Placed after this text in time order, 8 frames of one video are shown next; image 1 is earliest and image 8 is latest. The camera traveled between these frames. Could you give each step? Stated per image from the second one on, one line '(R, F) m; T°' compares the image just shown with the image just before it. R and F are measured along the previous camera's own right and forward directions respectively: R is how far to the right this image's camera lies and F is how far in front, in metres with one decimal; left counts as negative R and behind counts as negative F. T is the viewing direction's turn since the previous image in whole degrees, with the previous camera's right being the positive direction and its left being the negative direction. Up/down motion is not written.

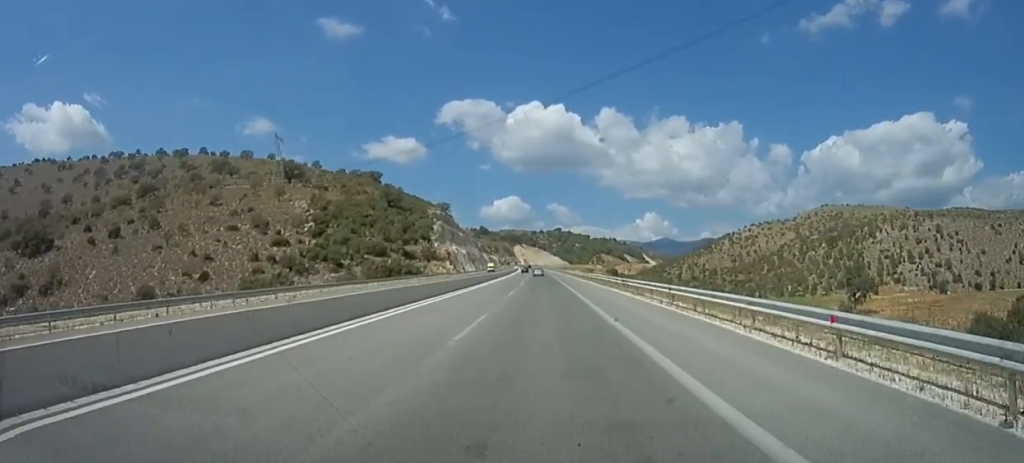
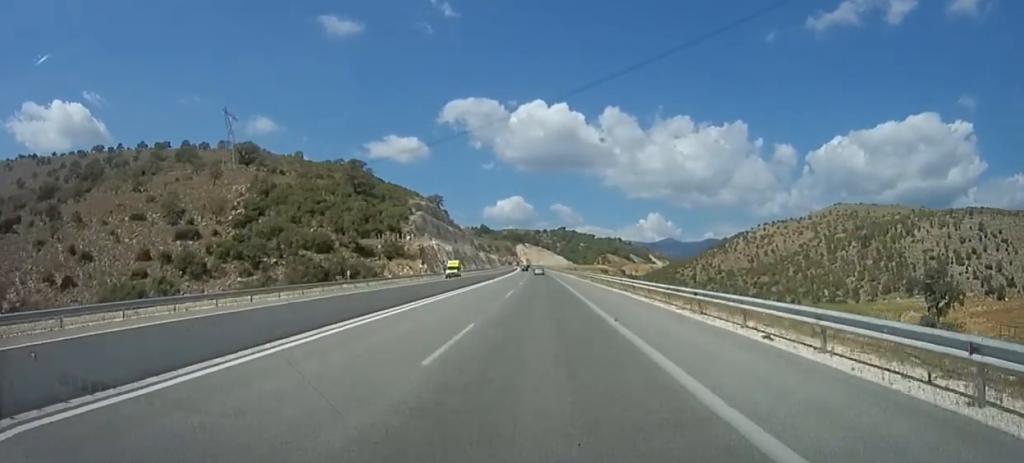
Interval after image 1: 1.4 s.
(+1.0, +40.1) m; 0°
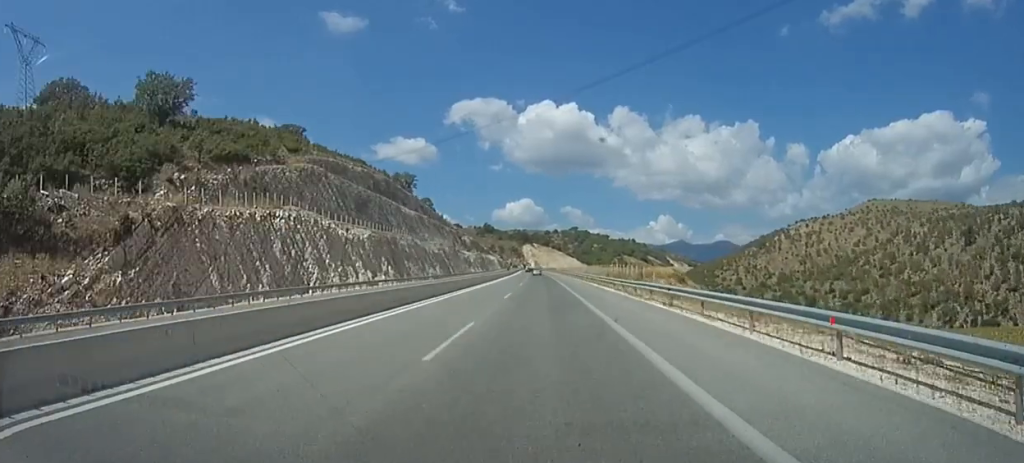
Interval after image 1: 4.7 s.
(-2.0, +91.6) m; -1°
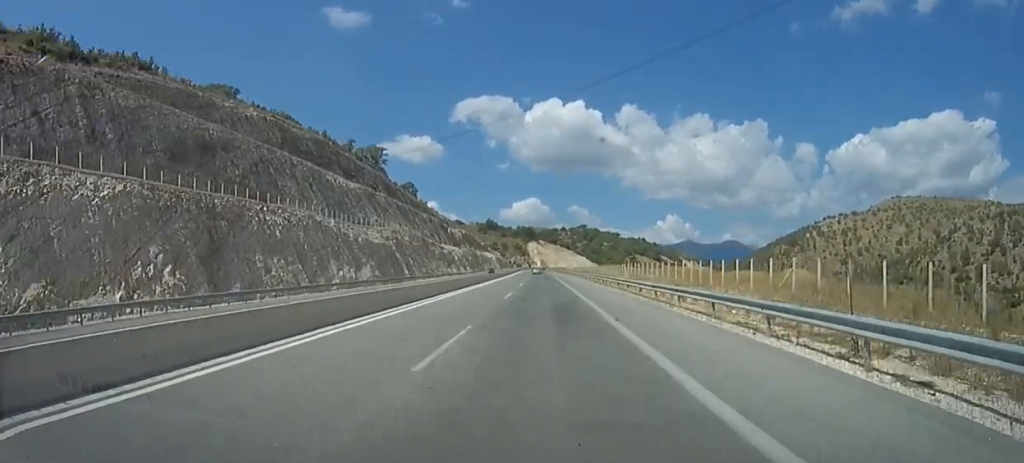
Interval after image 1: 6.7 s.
(0.0, +56.1) m; -1°
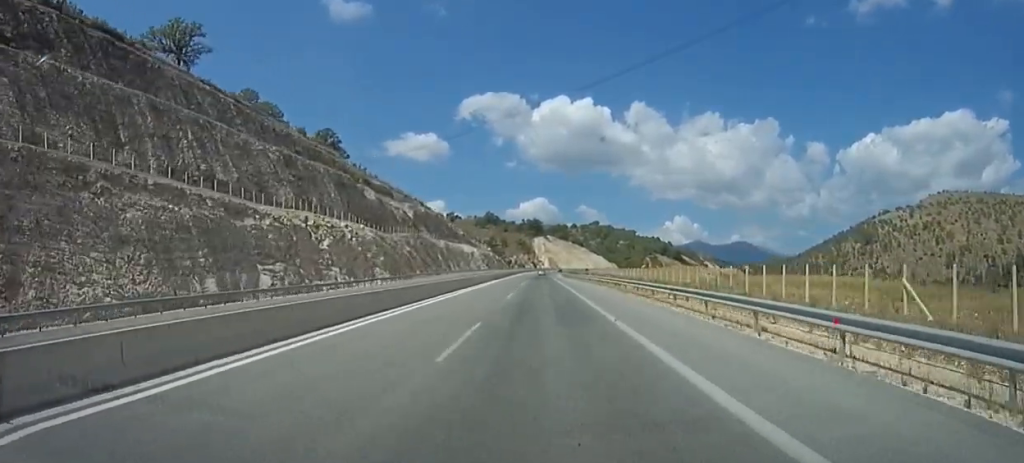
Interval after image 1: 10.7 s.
(-1.2, +111.6) m; -1°
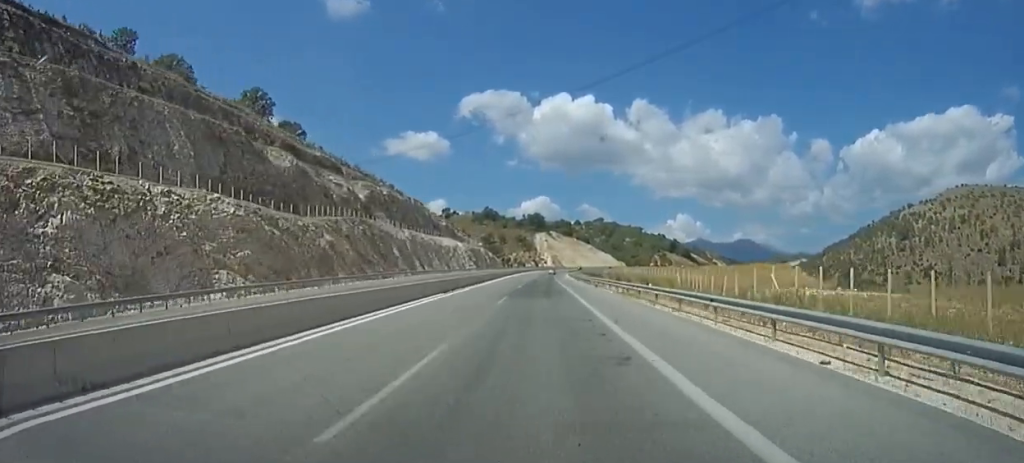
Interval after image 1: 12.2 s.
(0.0, +41.8) m; -1°
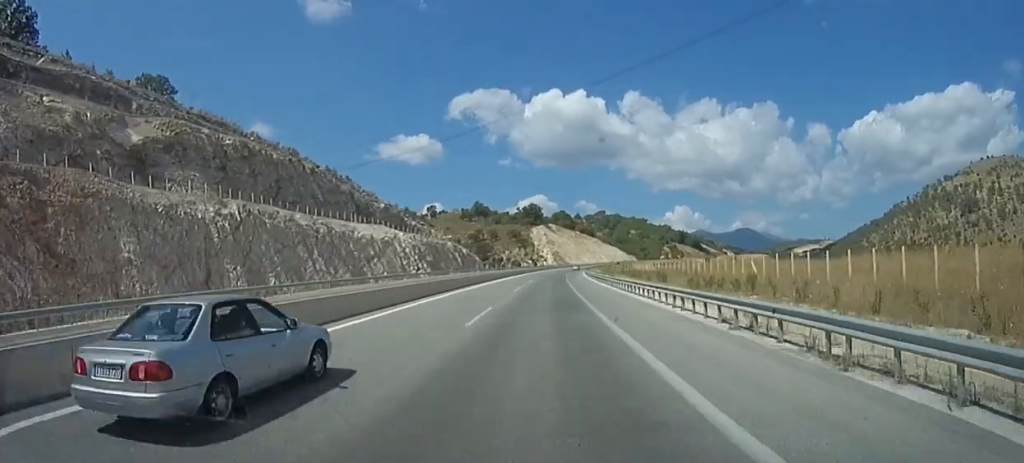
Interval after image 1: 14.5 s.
(-1.2, +64.9) m; 0°
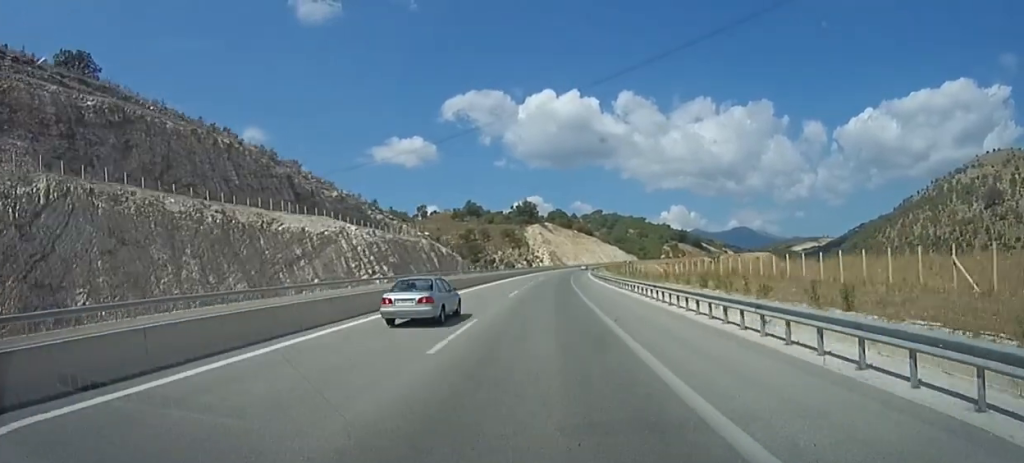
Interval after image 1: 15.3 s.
(-0.3, +23.2) m; +1°
